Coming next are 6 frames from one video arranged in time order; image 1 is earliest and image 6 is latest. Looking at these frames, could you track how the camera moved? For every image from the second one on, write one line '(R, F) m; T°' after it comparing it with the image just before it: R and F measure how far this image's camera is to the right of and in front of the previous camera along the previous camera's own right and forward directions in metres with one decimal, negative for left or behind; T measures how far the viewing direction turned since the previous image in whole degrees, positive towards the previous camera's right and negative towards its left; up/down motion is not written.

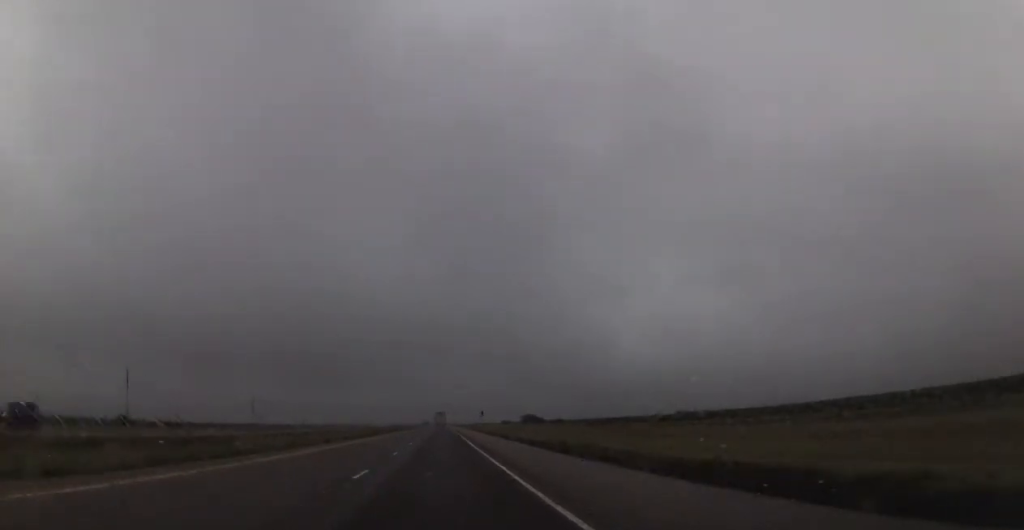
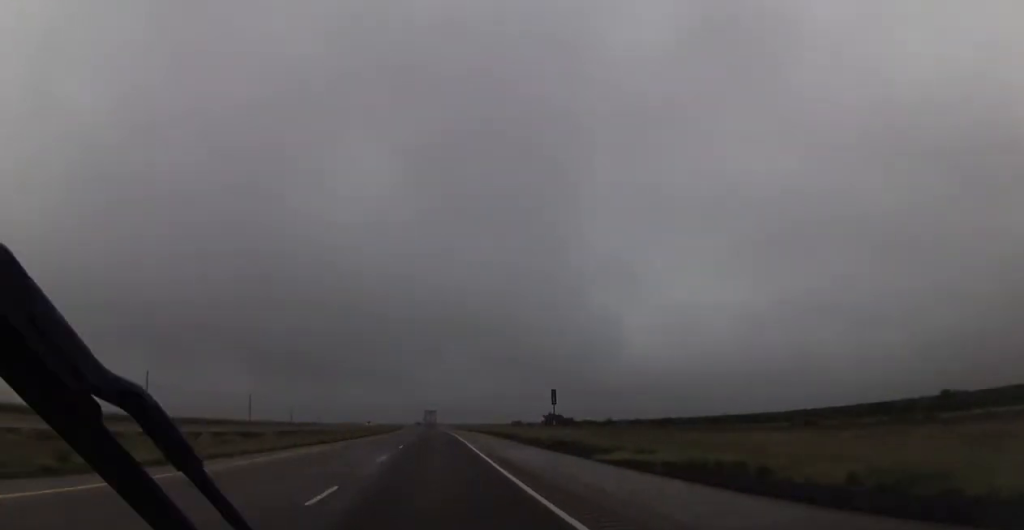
(-0.6, +78.8) m; 0°
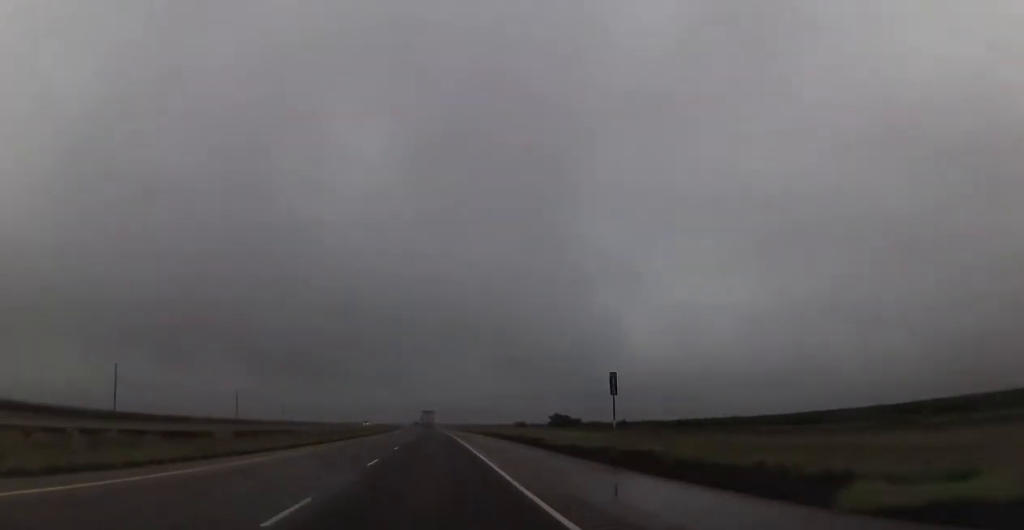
(+0.1, +14.5) m; 0°
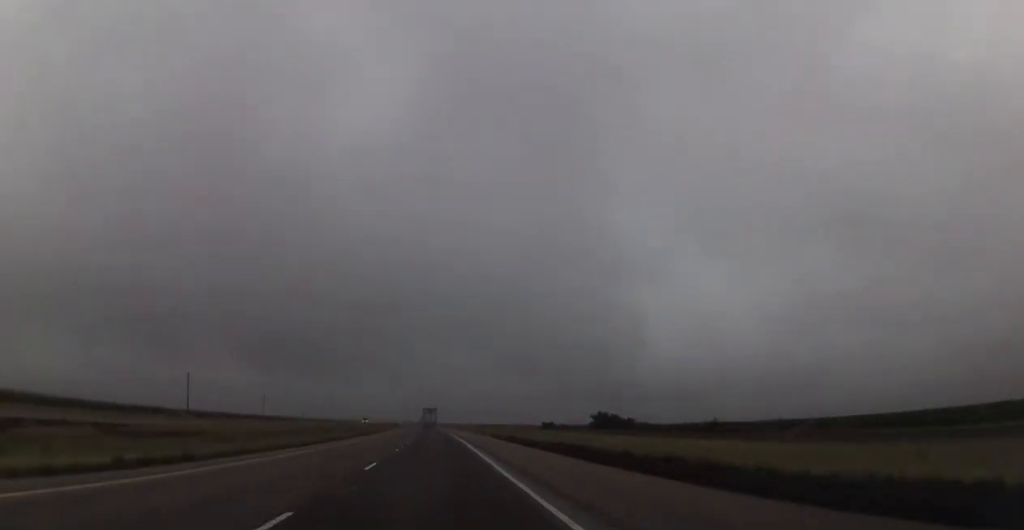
(-0.3, +50.8) m; -1°
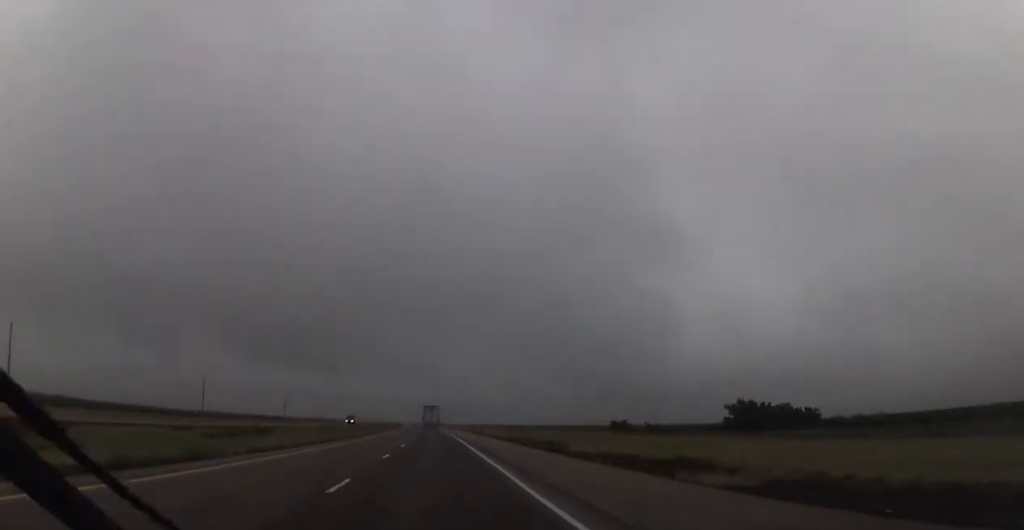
(-1.1, +79.8) m; -1°
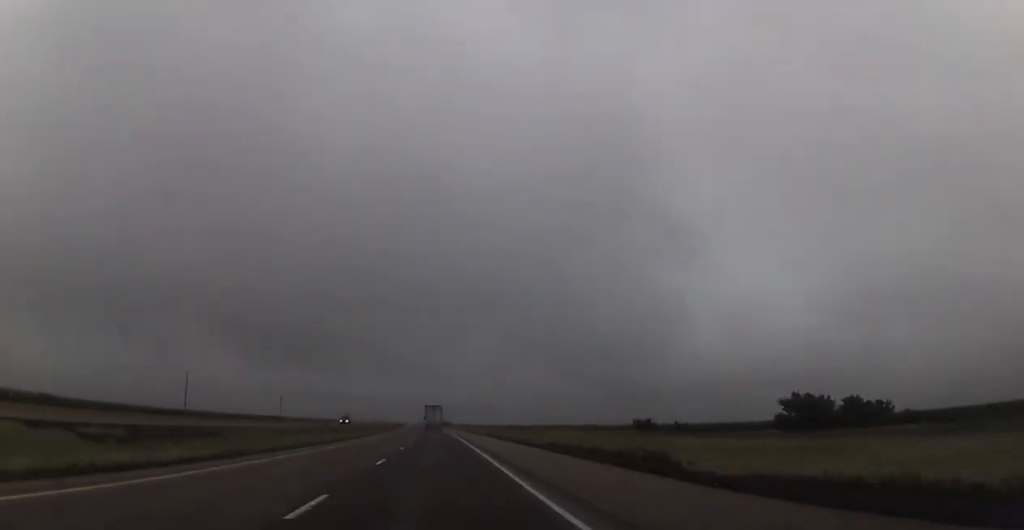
(+0.1, +15.8) m; 0°
